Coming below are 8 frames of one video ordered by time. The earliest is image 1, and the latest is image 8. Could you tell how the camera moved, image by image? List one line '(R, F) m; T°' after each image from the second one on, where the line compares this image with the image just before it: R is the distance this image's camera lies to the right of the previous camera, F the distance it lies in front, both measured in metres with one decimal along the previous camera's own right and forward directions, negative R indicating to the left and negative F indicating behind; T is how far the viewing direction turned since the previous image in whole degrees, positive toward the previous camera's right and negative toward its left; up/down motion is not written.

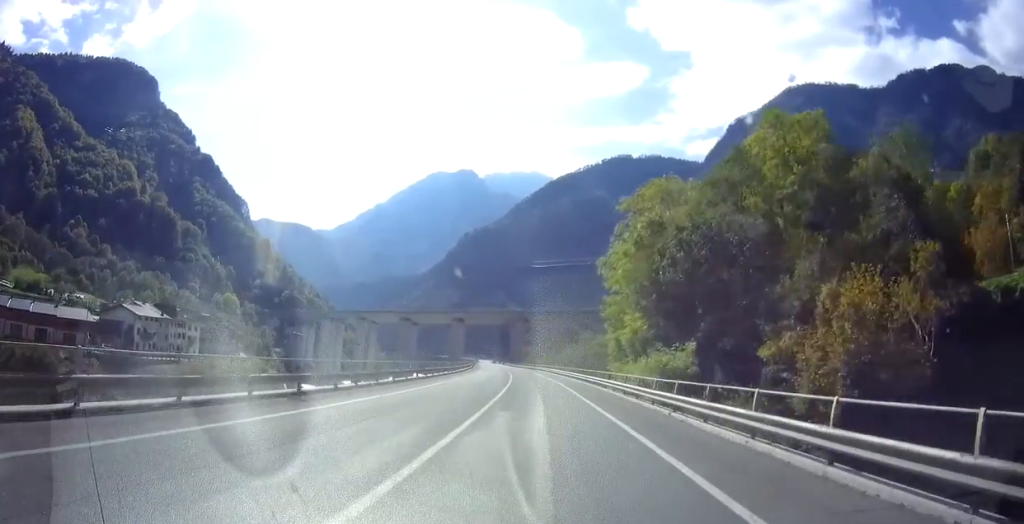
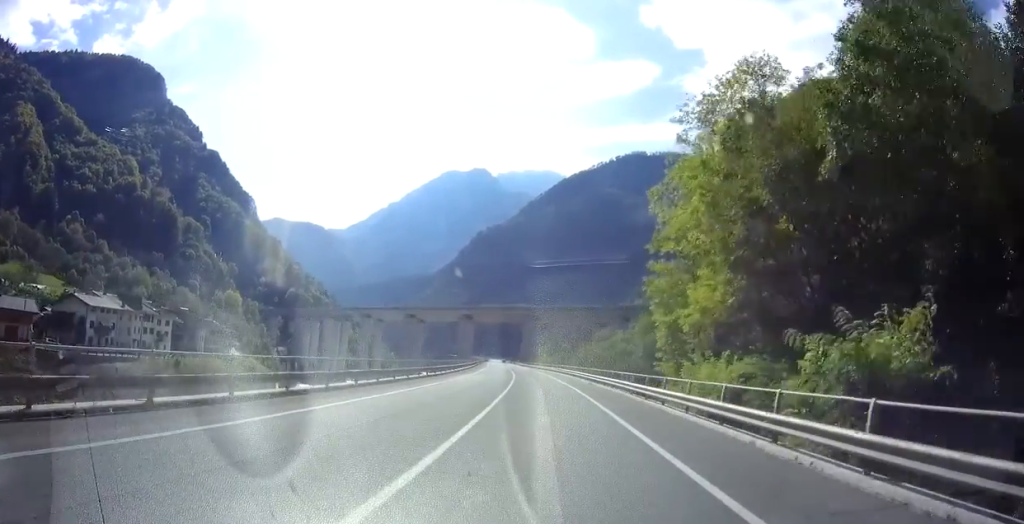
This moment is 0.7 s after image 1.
(-0.2, +16.6) m; -1°
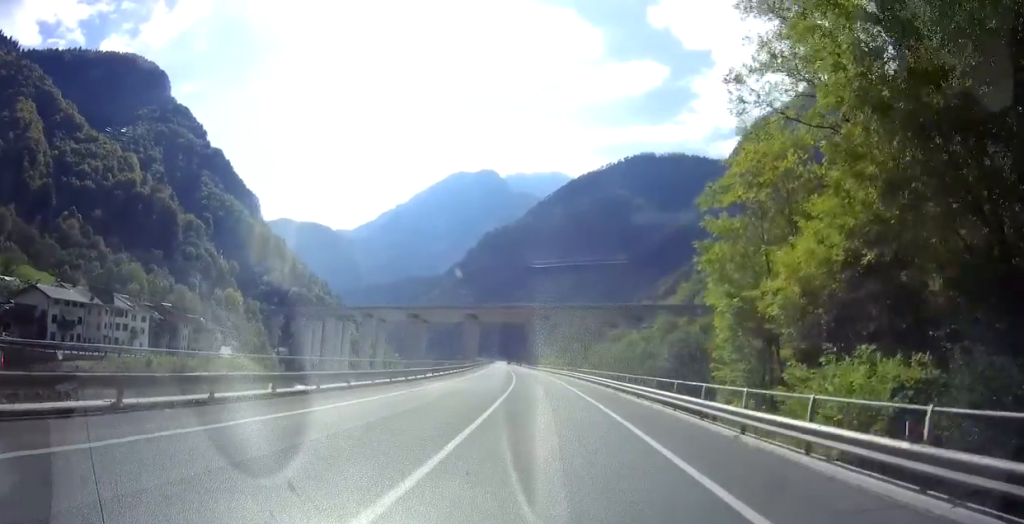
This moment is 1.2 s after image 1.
(-0.1, +11.4) m; -1°
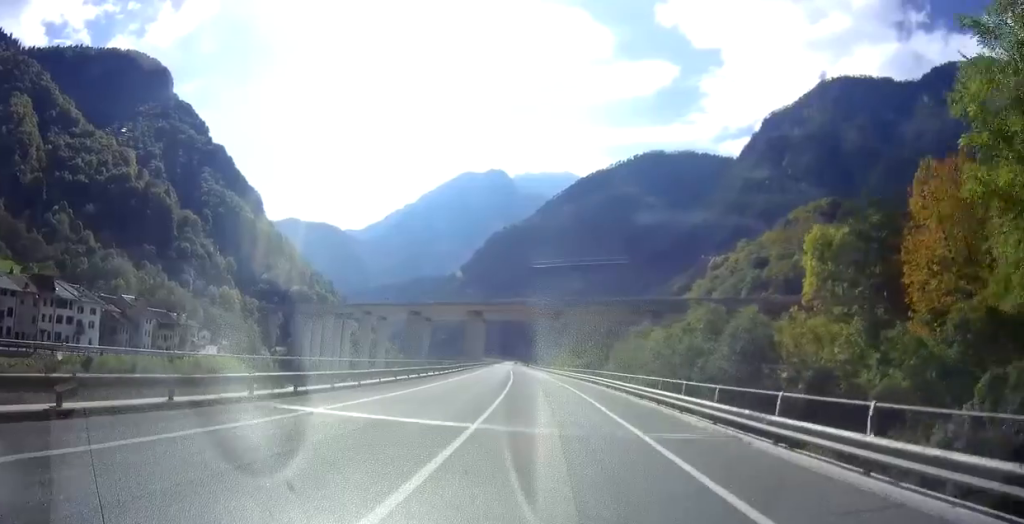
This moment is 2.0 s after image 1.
(-0.2, +17.5) m; -1°
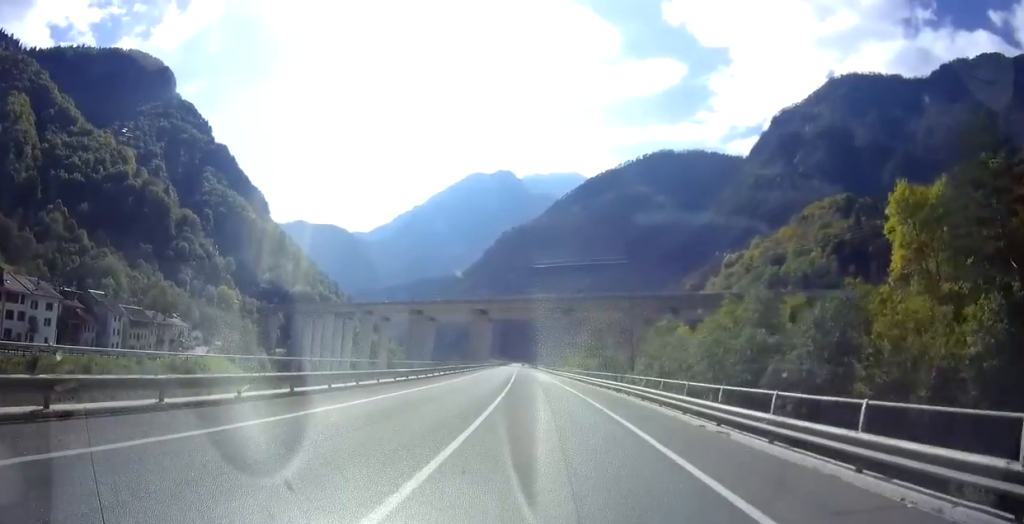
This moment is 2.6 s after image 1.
(0.0, +12.9) m; -1°
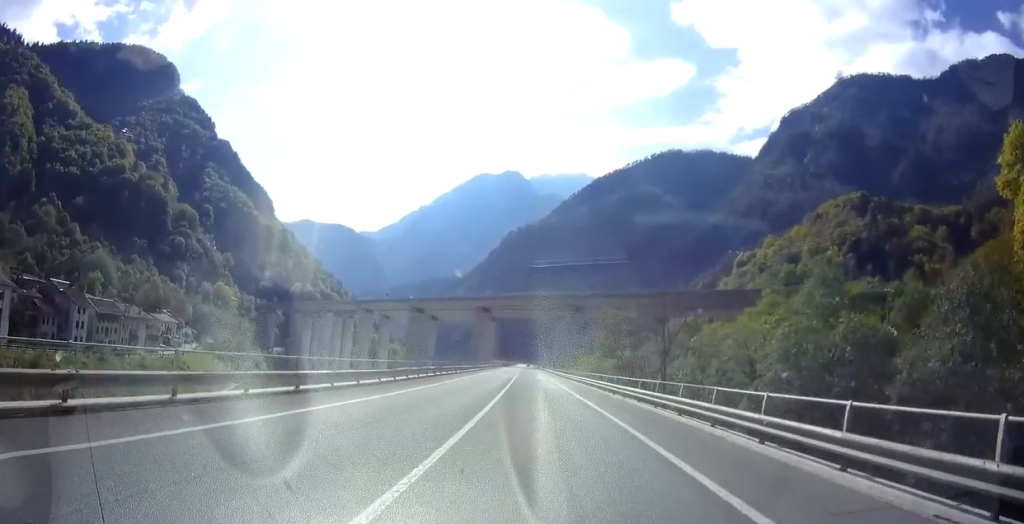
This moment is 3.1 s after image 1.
(-0.2, +12.3) m; -1°
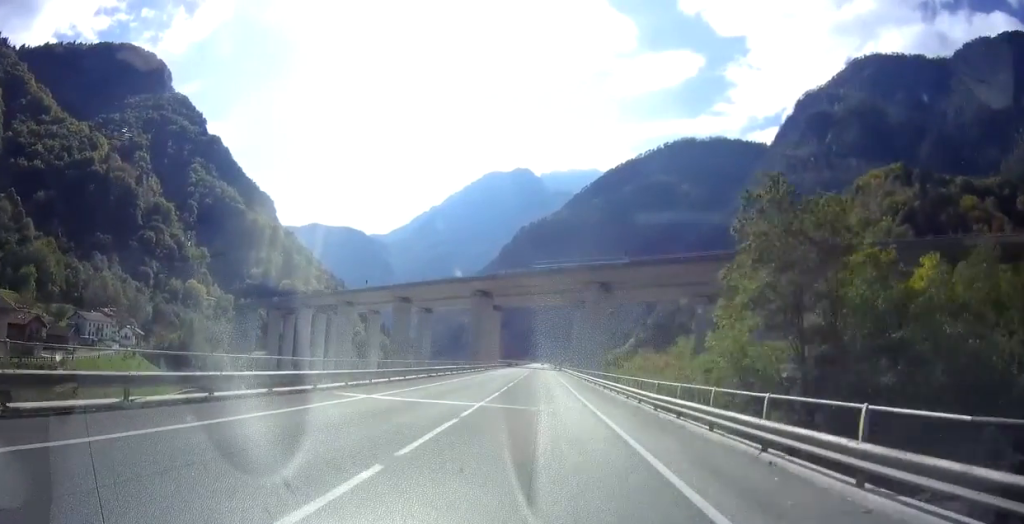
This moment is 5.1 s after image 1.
(-0.8, +46.4) m; -1°
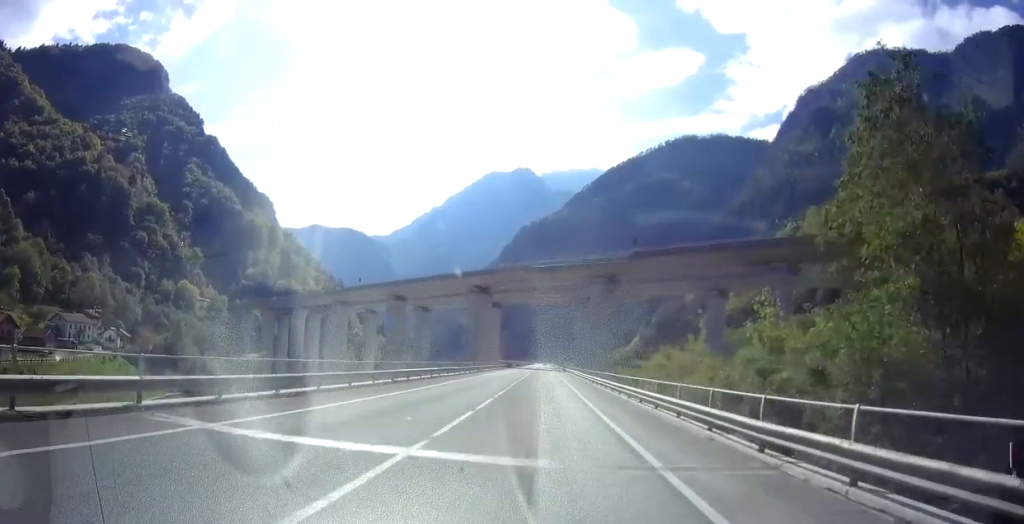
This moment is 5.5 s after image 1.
(0.0, +9.3) m; 0°
